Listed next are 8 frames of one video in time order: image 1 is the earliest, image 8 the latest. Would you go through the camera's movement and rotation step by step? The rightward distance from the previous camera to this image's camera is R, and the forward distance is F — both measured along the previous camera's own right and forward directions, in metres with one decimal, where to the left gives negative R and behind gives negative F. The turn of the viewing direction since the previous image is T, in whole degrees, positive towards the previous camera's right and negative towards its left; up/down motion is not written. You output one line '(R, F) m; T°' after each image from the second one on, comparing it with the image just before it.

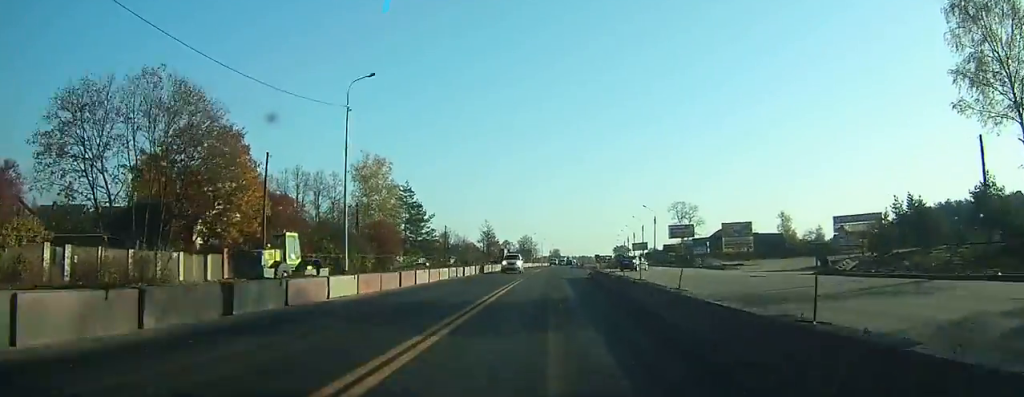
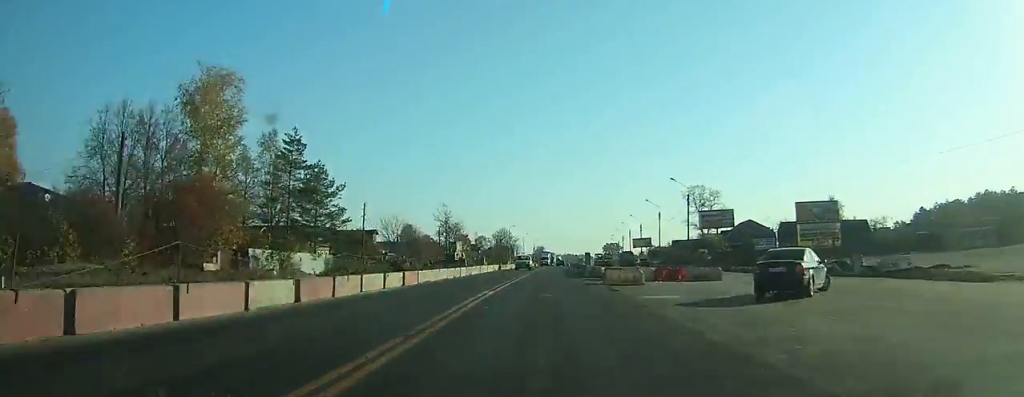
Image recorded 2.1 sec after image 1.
(+0.1, +39.9) m; +1°
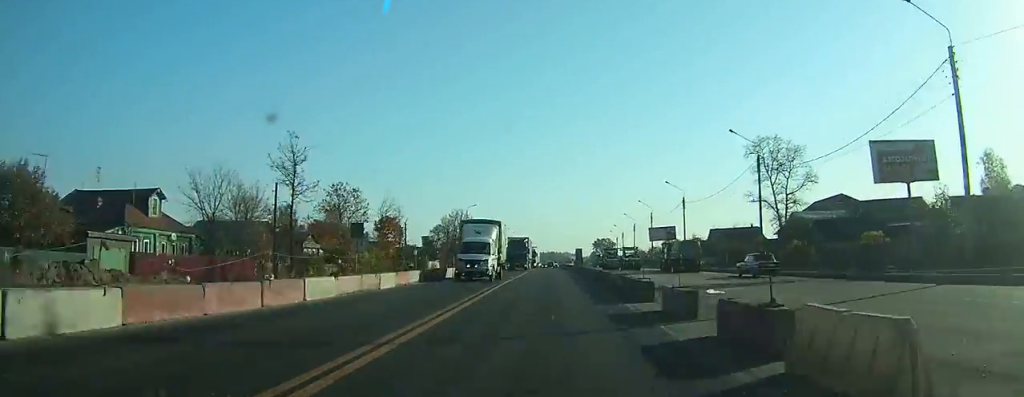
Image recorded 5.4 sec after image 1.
(+0.8, +59.5) m; +2°
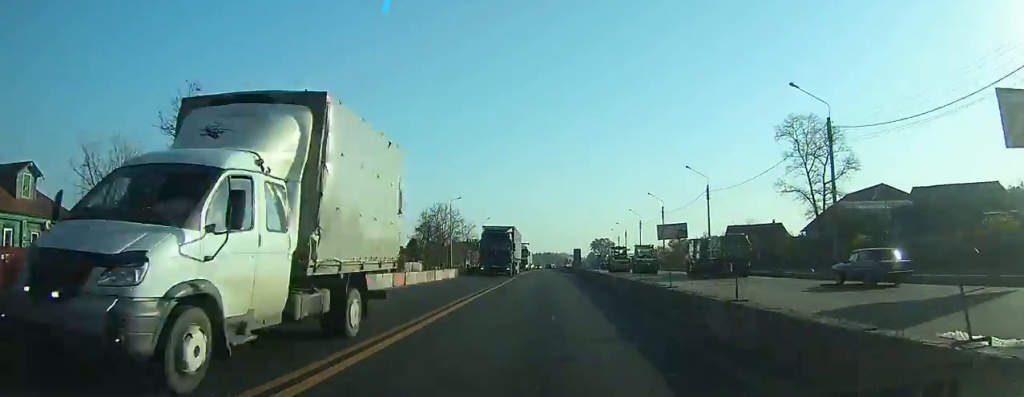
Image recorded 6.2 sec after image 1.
(+0.2, +14.3) m; 0°
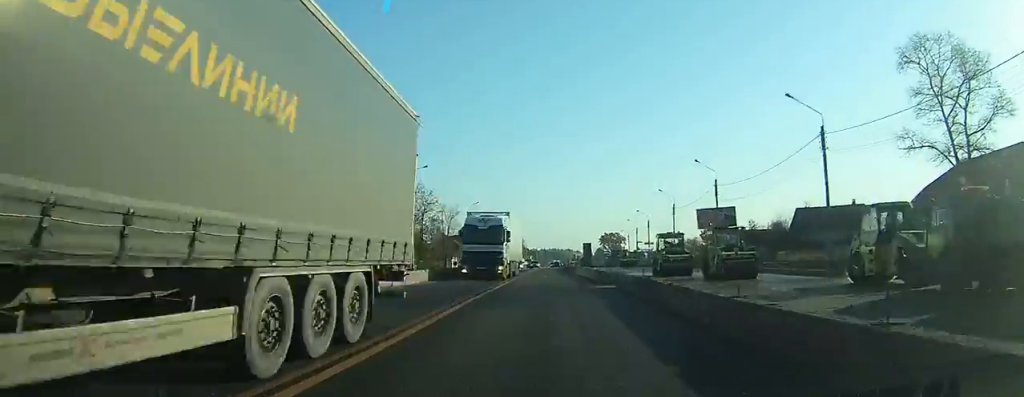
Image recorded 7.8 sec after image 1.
(+0.3, +28.6) m; +1°
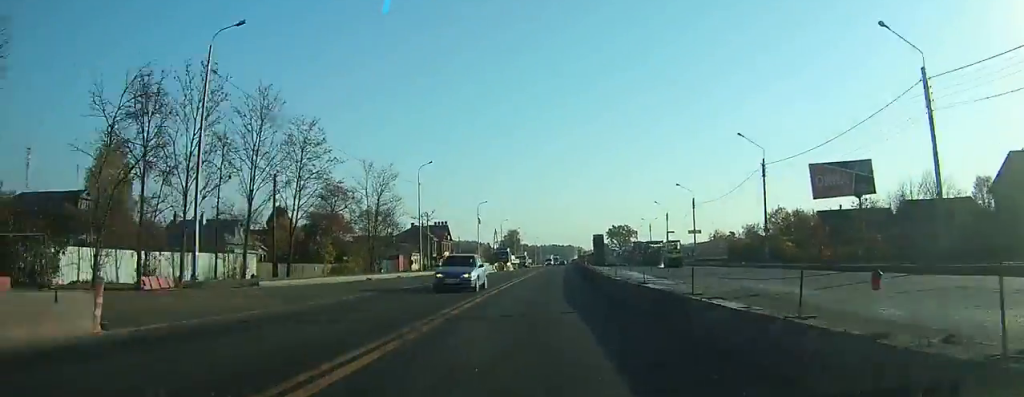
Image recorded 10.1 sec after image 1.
(+0.1, +40.5) m; 0°
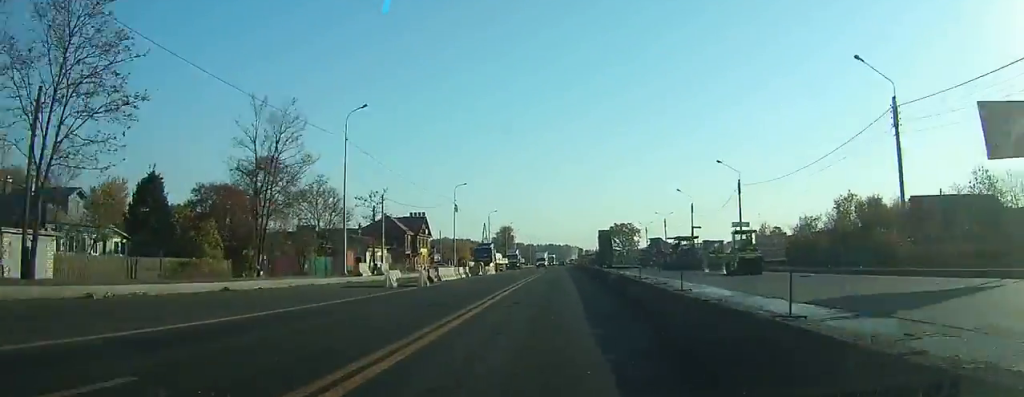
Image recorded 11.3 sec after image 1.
(0.0, +22.7) m; 0°
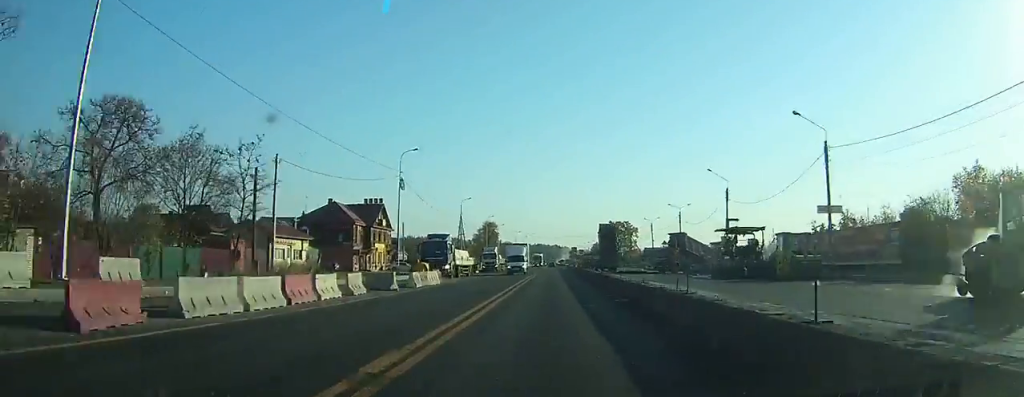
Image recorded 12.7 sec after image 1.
(+0.1, +24.0) m; +1°
